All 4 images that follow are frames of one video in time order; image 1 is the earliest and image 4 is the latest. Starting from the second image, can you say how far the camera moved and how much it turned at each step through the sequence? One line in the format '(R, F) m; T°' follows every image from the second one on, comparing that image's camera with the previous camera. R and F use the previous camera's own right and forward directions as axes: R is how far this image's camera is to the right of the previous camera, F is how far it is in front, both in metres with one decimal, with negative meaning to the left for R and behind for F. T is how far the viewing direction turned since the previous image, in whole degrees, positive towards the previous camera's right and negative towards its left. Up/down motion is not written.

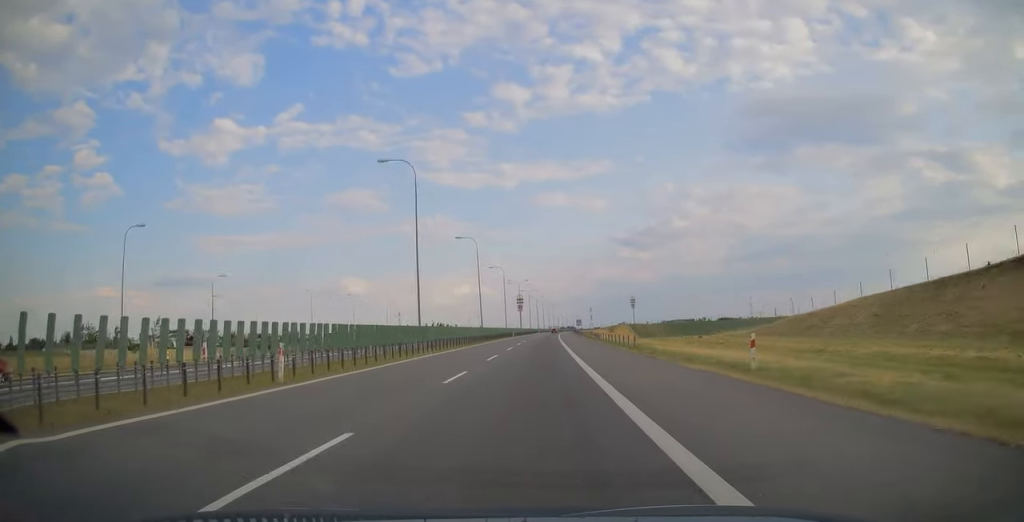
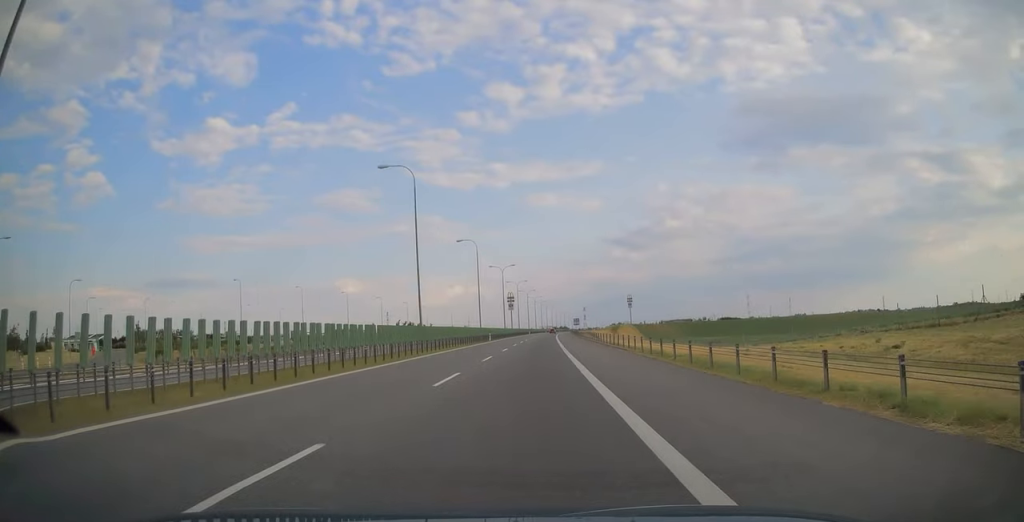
(+0.2, +36.5) m; +1°
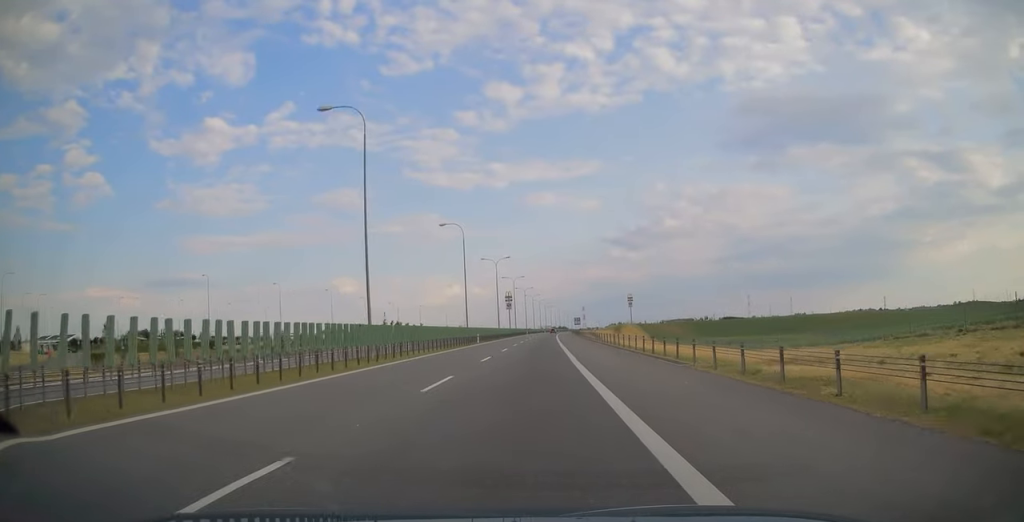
(0.0, +13.1) m; 0°
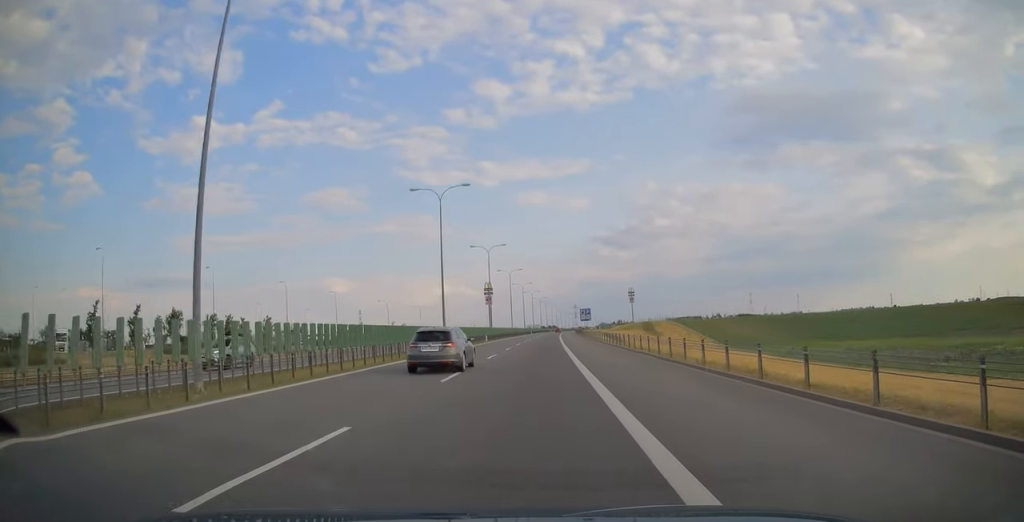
(+1.1, +93.2) m; +1°
